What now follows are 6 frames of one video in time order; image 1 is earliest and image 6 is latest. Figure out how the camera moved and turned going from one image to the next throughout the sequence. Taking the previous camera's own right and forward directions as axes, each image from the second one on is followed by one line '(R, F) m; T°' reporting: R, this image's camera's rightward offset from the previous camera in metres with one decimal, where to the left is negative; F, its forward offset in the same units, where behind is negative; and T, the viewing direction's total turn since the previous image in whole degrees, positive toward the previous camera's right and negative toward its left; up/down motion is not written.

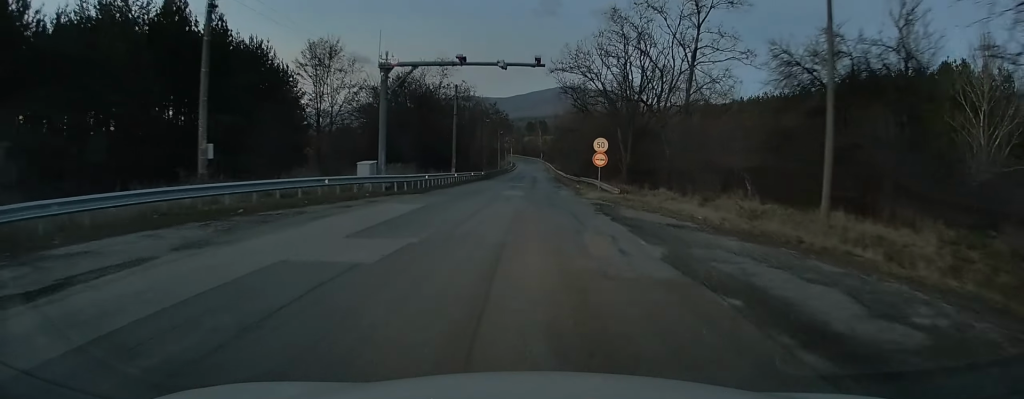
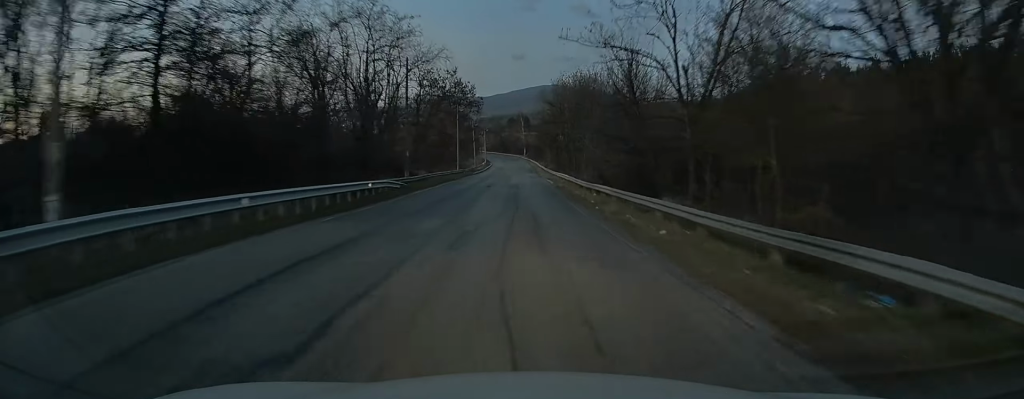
(+0.6, +44.3) m; +1°
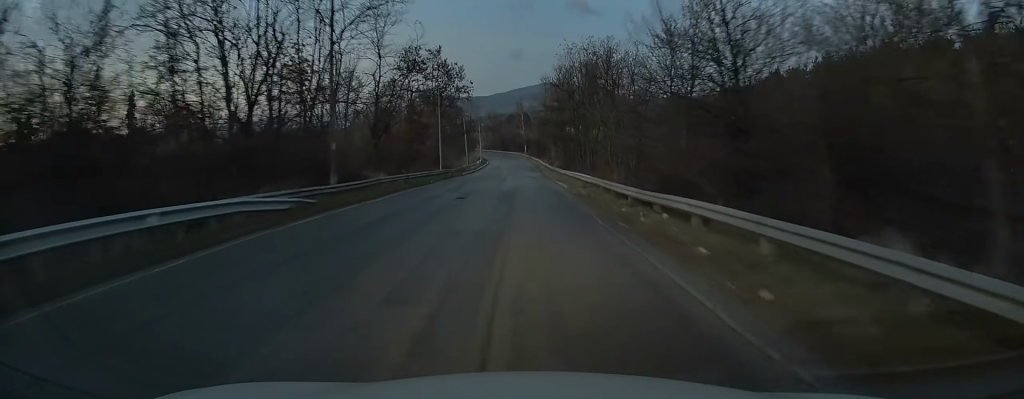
(0.0, +15.2) m; 0°
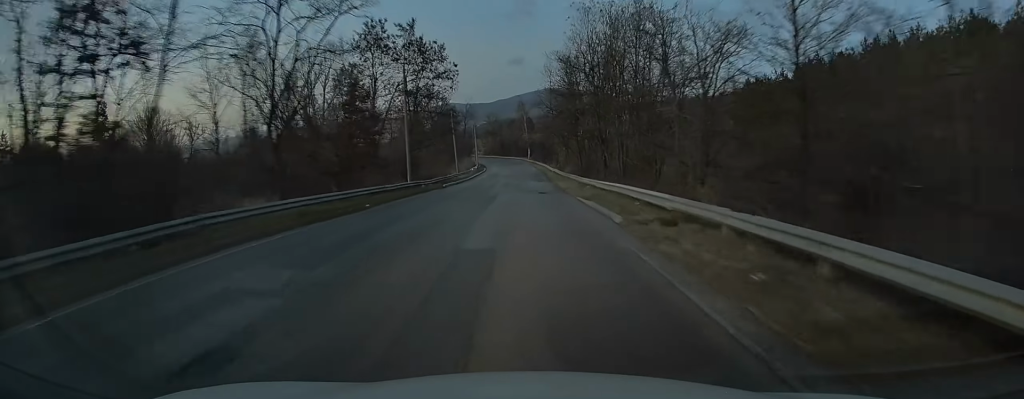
(+0.1, +17.2) m; 0°
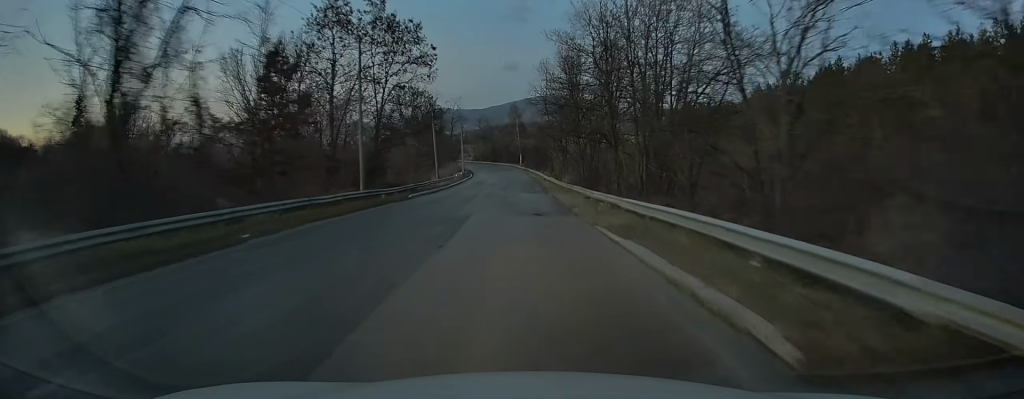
(0.0, +9.9) m; 0°
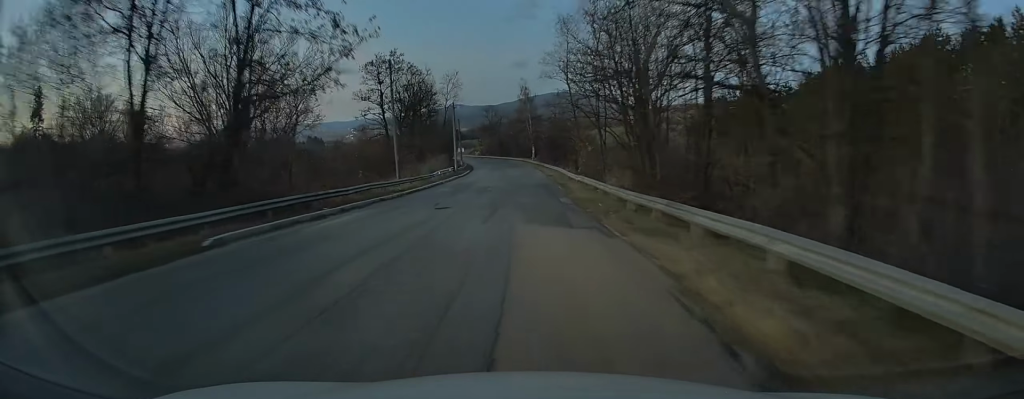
(-0.3, +23.4) m; -1°
